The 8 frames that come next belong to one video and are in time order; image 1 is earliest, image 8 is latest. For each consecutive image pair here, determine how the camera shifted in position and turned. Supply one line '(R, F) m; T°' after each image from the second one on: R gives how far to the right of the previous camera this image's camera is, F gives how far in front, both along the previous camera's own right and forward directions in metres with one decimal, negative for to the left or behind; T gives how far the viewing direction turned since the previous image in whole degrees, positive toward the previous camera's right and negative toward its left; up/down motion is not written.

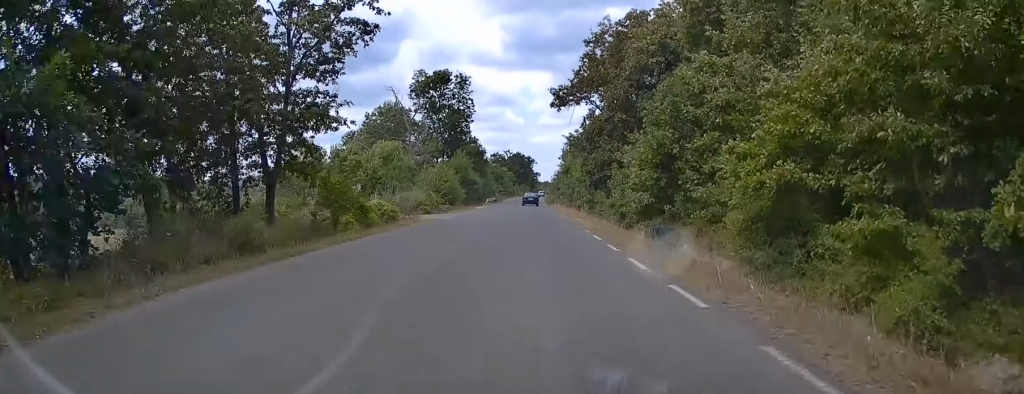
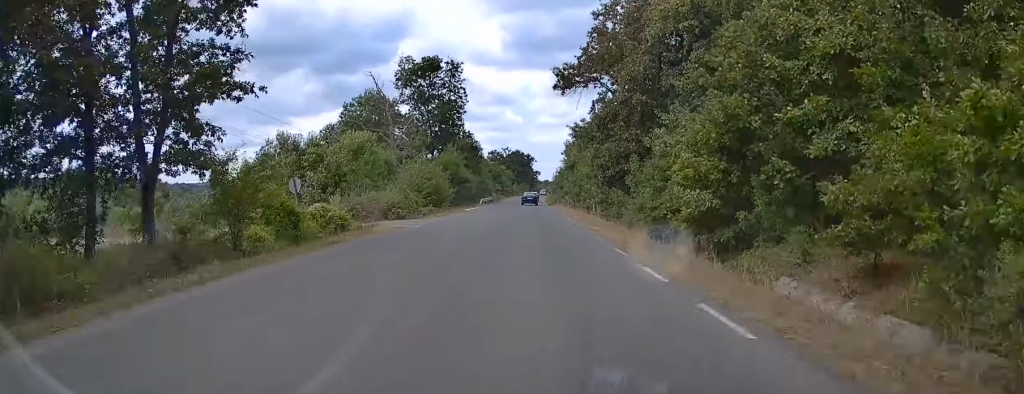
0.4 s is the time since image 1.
(-0.1, +9.8) m; -1°
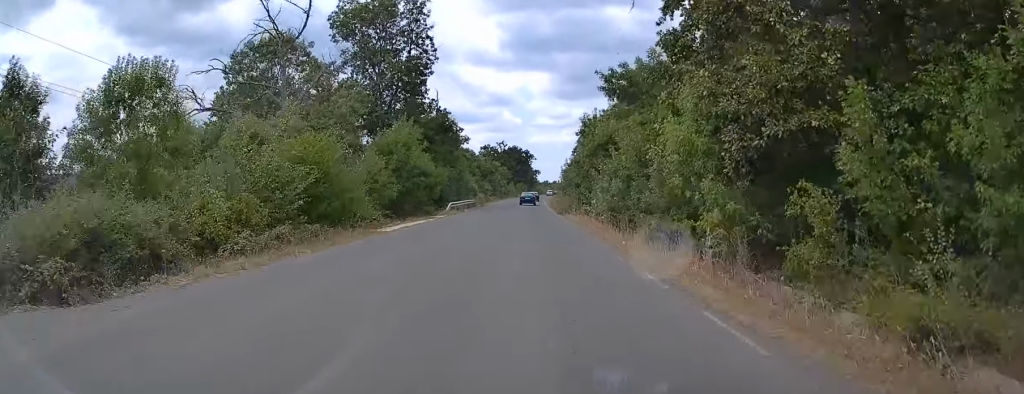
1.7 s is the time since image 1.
(-0.6, +28.6) m; 0°
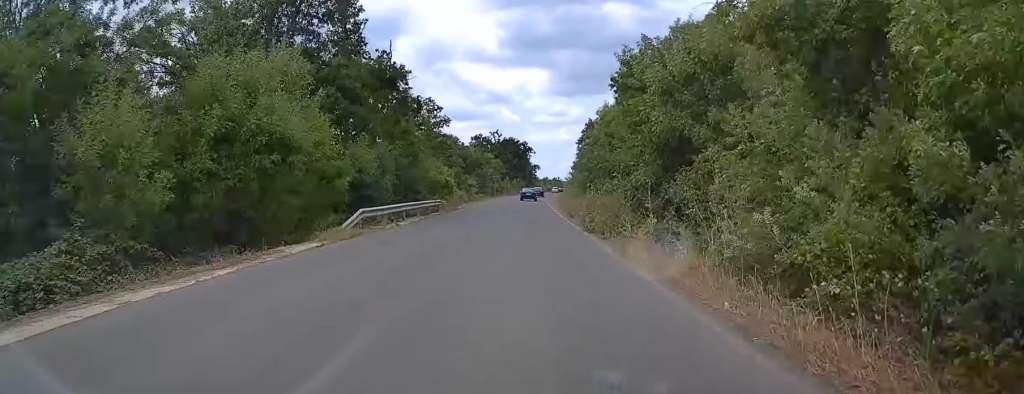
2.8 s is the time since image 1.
(+0.6, +25.1) m; +1°
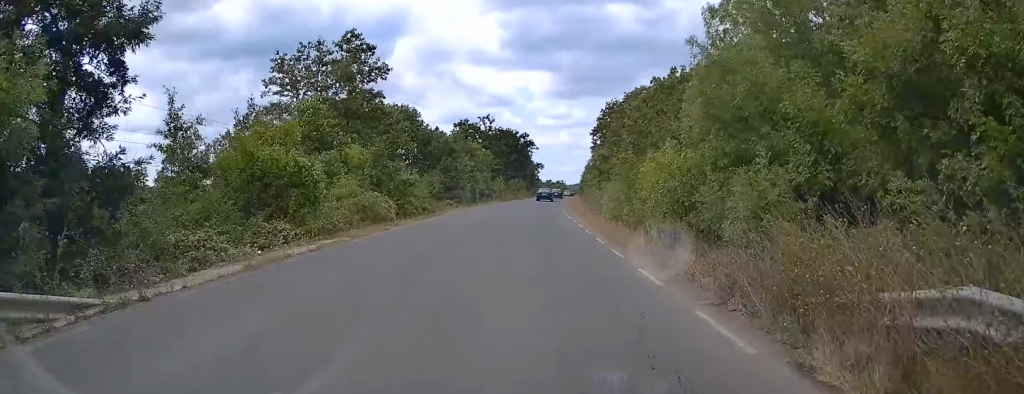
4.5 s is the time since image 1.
(-0.2, +39.4) m; +1°
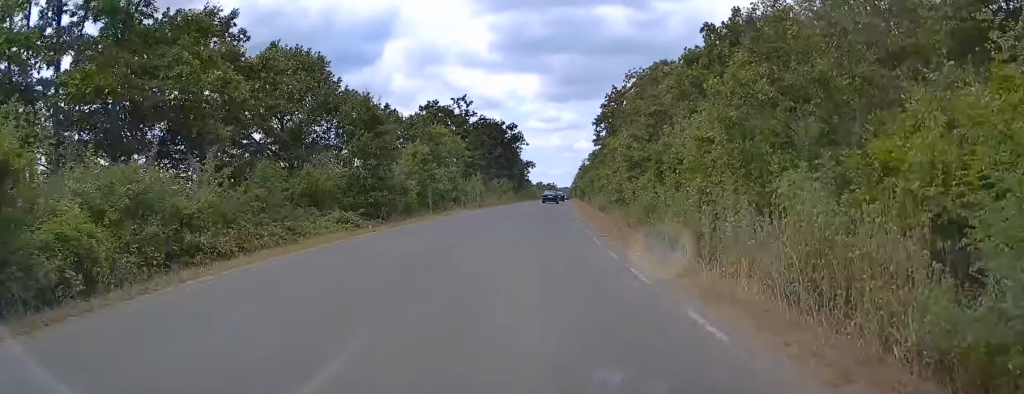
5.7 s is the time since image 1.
(+0.3, +27.9) m; 0°
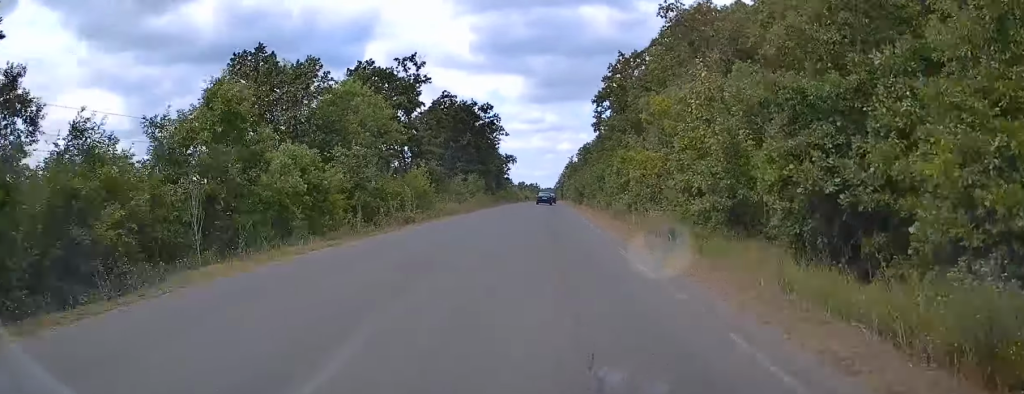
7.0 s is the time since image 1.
(0.0, +29.6) m; +1°
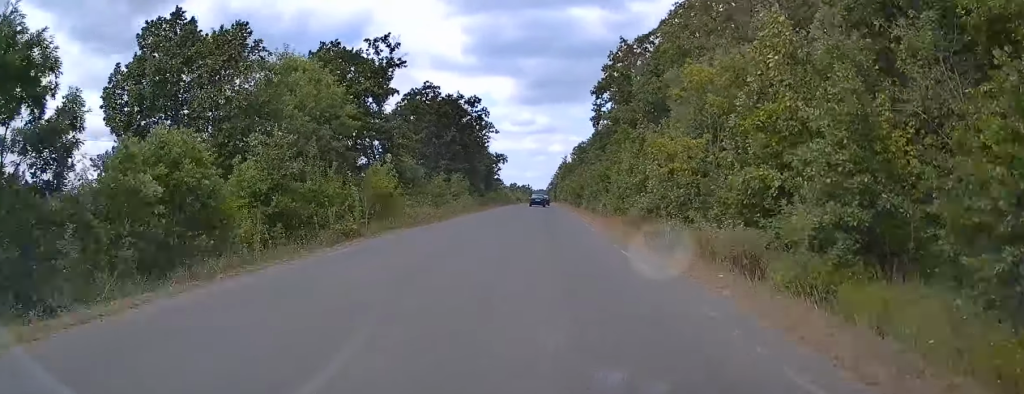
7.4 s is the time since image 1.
(+0.2, +9.4) m; +1°
